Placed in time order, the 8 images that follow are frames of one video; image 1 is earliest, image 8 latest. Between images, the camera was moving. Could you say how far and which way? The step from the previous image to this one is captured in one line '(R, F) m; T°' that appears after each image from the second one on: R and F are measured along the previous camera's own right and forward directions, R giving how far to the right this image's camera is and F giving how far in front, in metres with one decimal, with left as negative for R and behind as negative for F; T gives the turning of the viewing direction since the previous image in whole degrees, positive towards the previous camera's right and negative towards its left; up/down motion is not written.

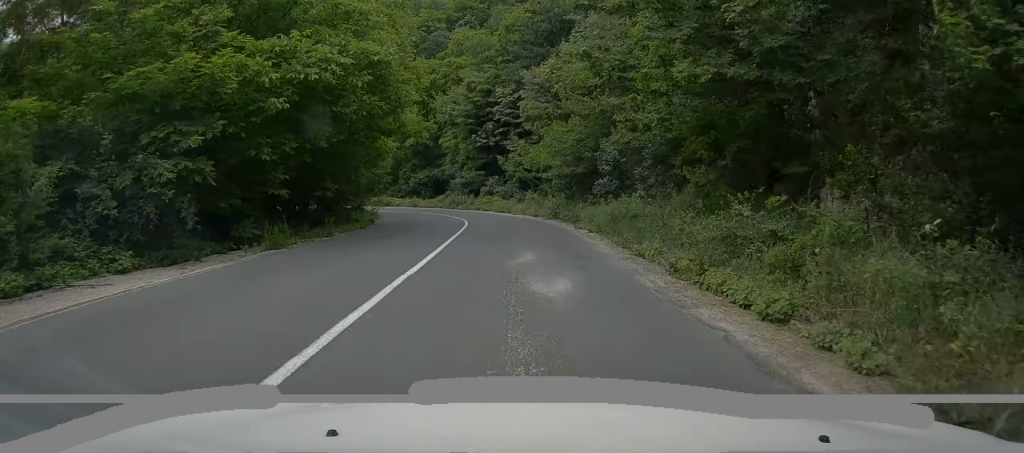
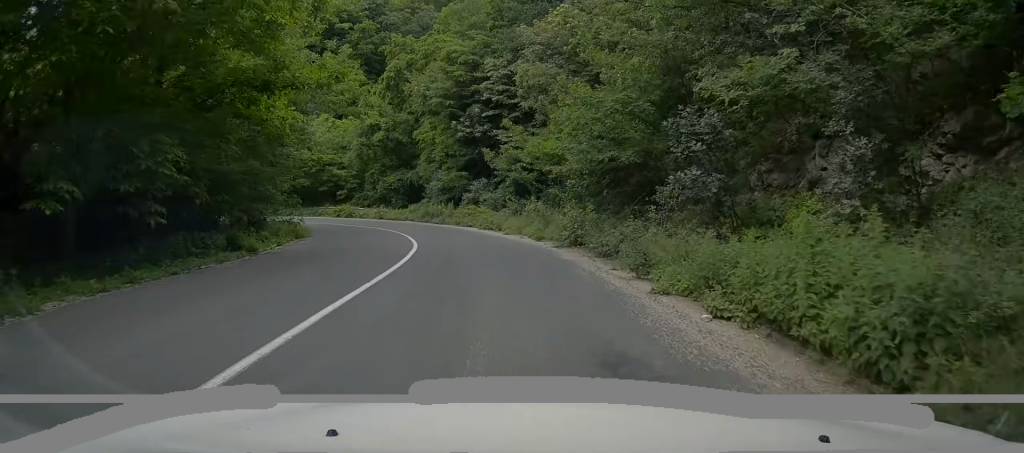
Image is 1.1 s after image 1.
(+0.1, +13.2) m; -1°
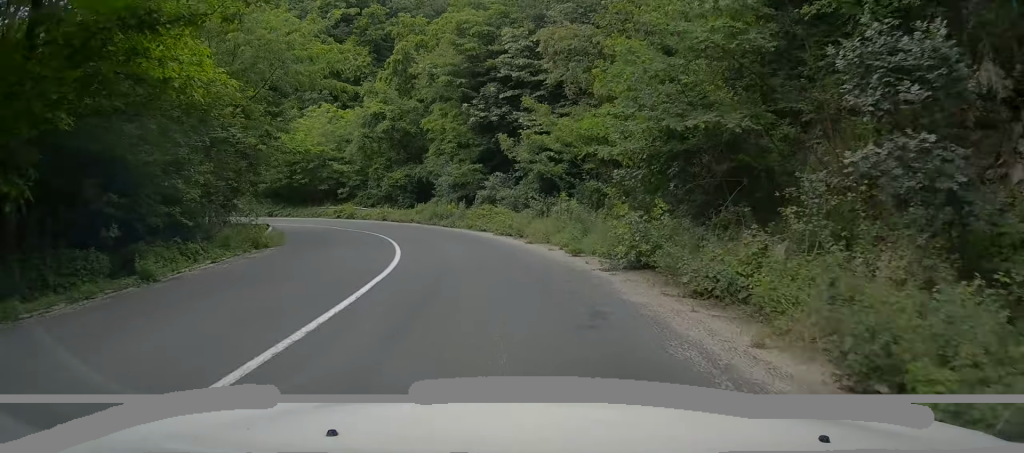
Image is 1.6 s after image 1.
(+0.1, +6.2) m; -2°
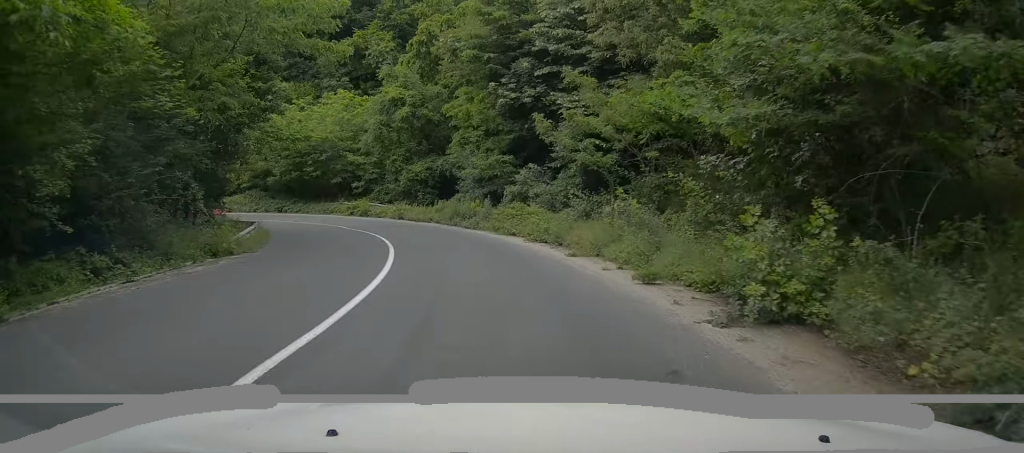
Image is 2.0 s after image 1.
(-0.2, +4.9) m; -3°
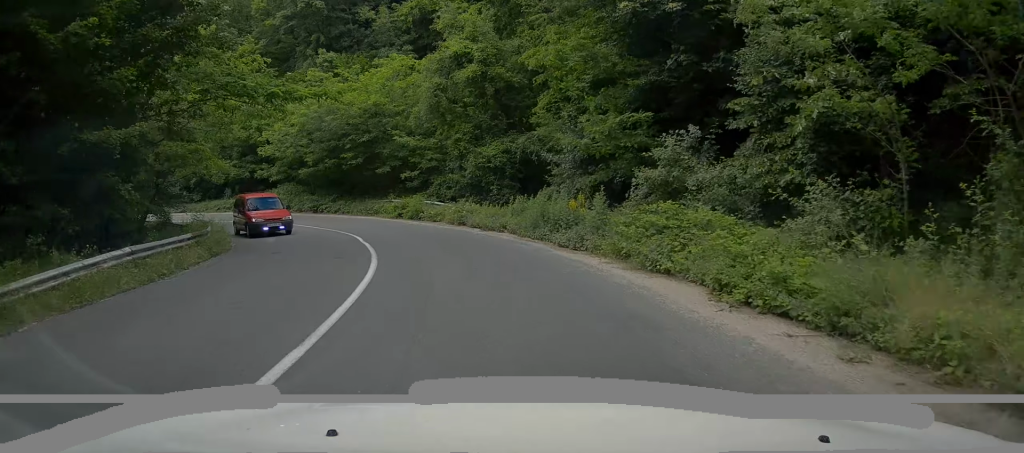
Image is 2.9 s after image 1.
(-0.8, +11.6) m; -8°
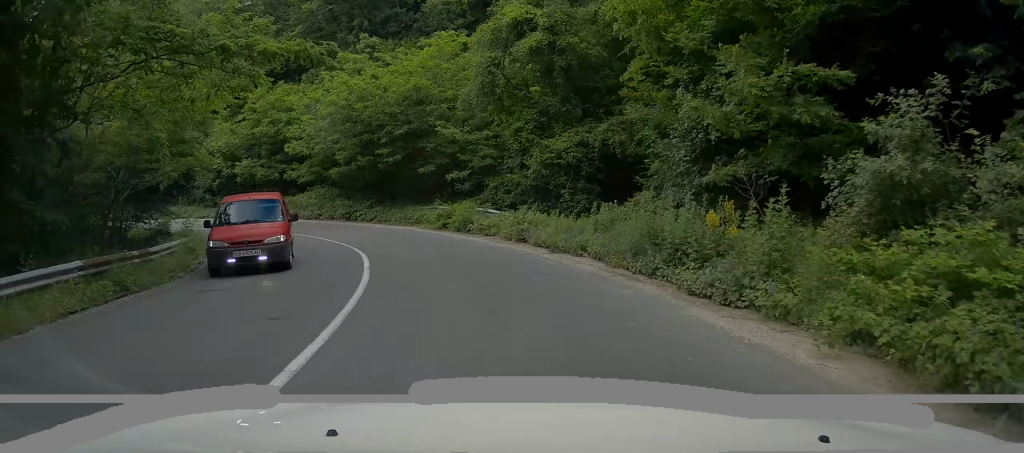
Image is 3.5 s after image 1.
(-0.3, +6.3) m; -4°
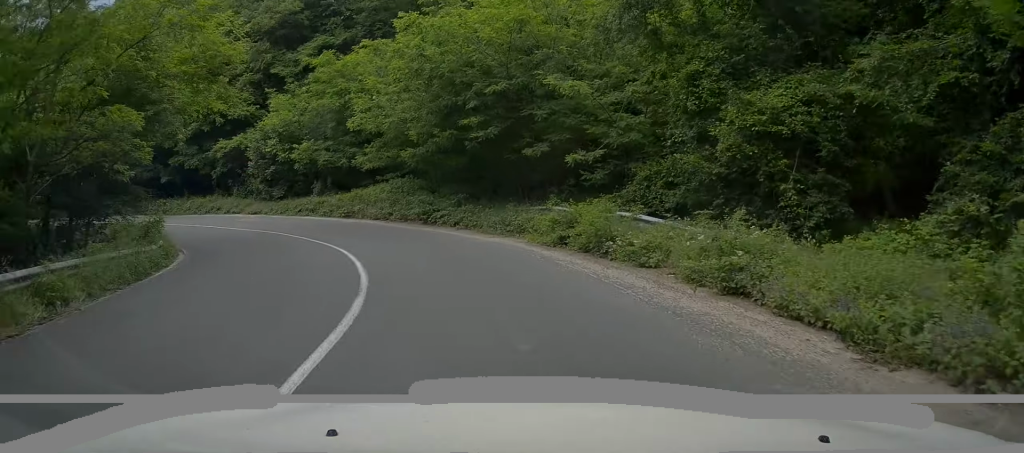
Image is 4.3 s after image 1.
(-0.3, +9.4) m; -11°
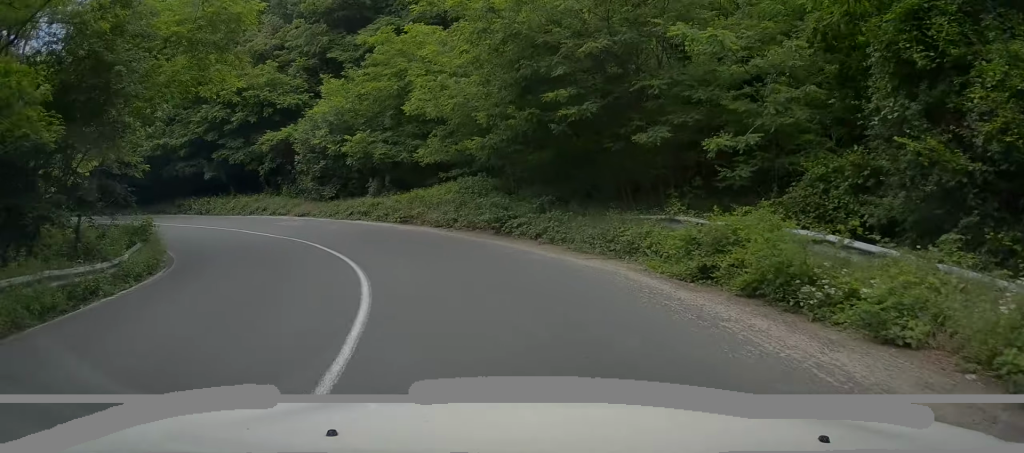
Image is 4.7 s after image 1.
(-0.3, +4.9) m; -8°
